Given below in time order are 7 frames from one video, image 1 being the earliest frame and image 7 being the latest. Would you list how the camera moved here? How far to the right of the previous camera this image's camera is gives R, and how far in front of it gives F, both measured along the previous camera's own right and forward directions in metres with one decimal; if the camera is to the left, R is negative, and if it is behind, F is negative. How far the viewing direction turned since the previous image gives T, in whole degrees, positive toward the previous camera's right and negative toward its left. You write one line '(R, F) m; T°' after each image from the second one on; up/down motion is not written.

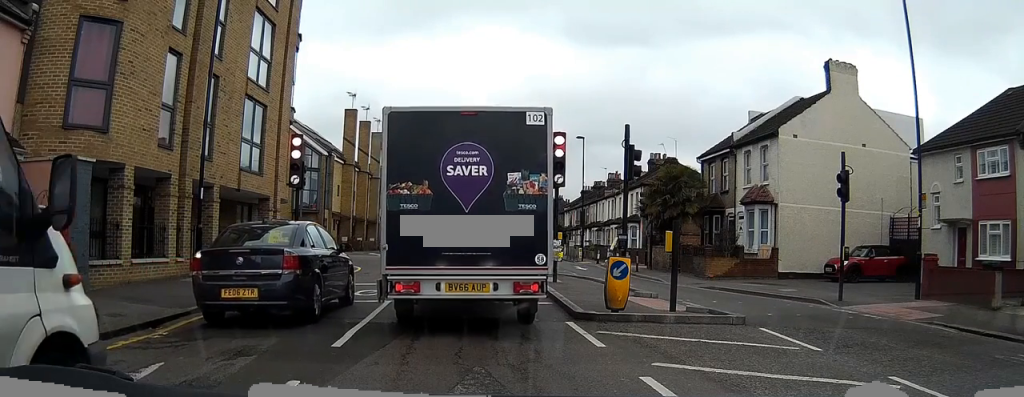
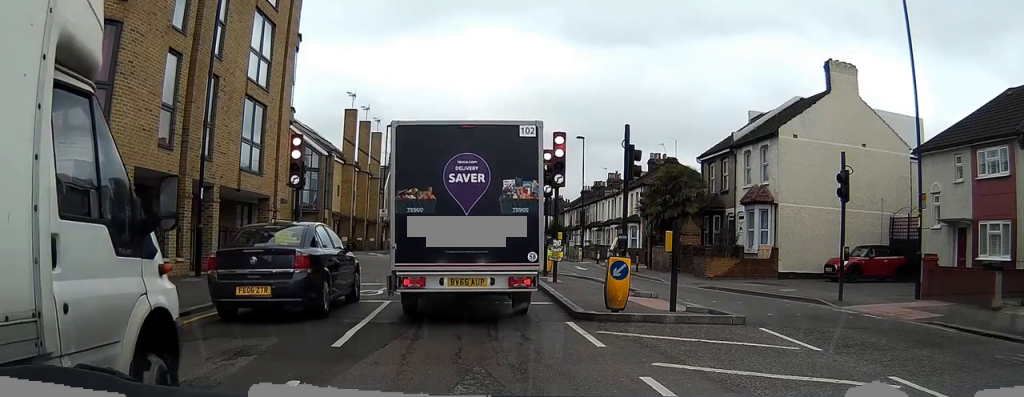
(0.0, 0.0) m; 0°
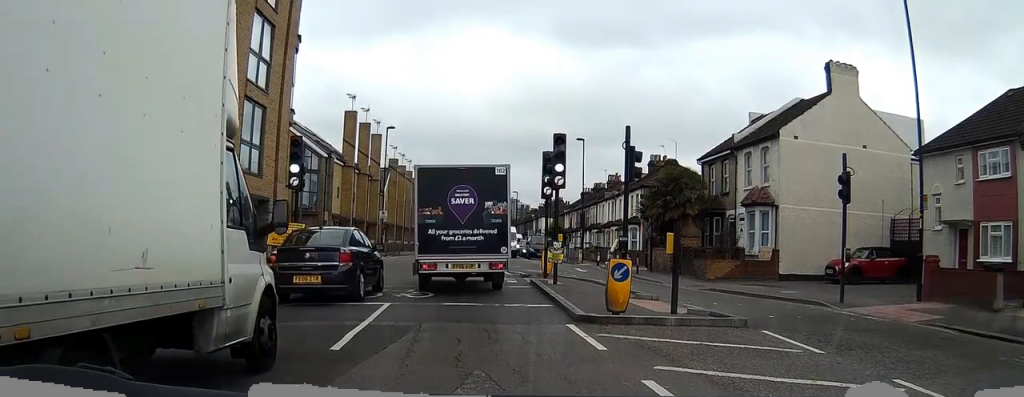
(0.0, 0.0) m; 0°
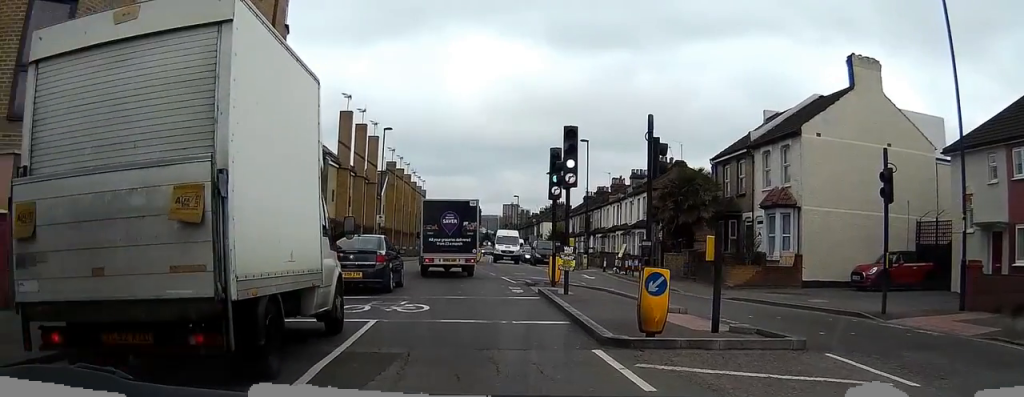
(-0.1, +1.0) m; -2°
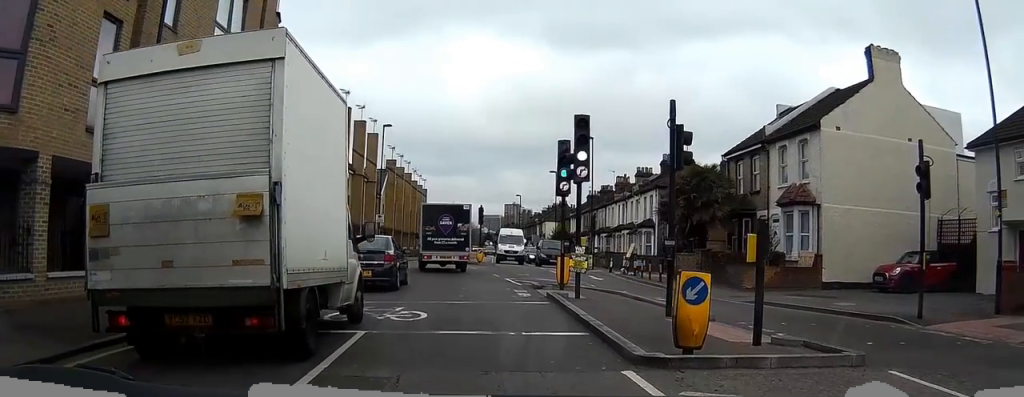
(0.0, +1.3) m; 0°
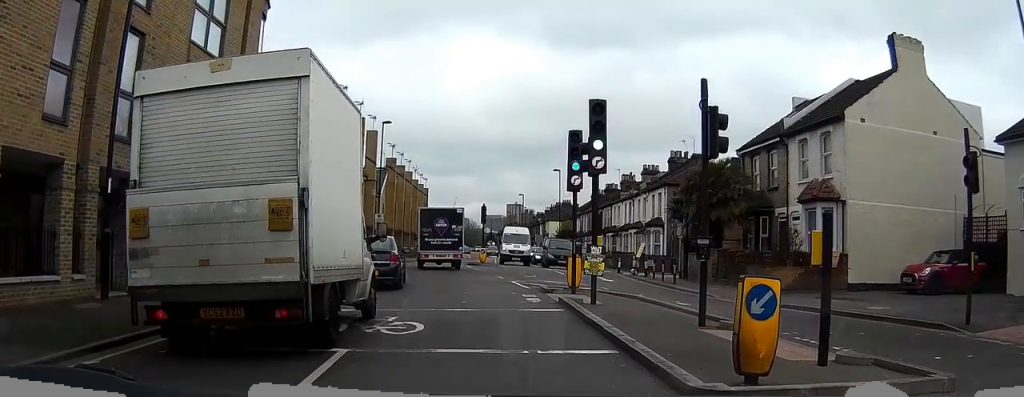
(0.0, +1.3) m; 0°
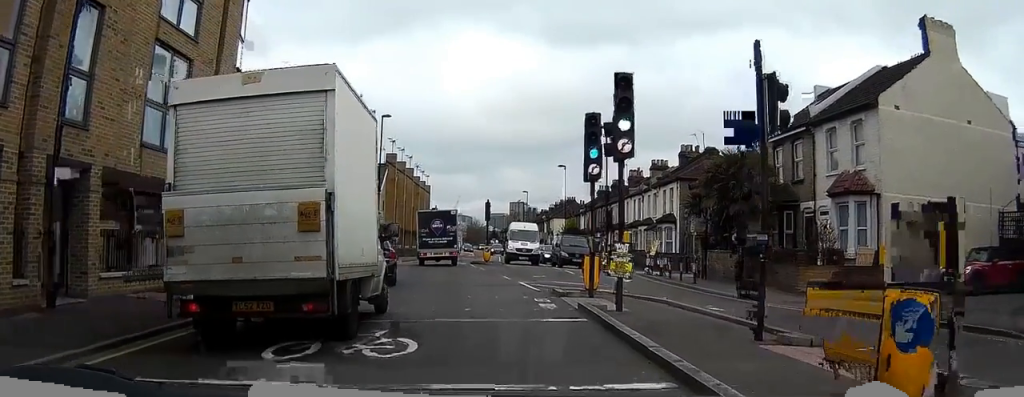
(0.0, +2.4) m; -1°
